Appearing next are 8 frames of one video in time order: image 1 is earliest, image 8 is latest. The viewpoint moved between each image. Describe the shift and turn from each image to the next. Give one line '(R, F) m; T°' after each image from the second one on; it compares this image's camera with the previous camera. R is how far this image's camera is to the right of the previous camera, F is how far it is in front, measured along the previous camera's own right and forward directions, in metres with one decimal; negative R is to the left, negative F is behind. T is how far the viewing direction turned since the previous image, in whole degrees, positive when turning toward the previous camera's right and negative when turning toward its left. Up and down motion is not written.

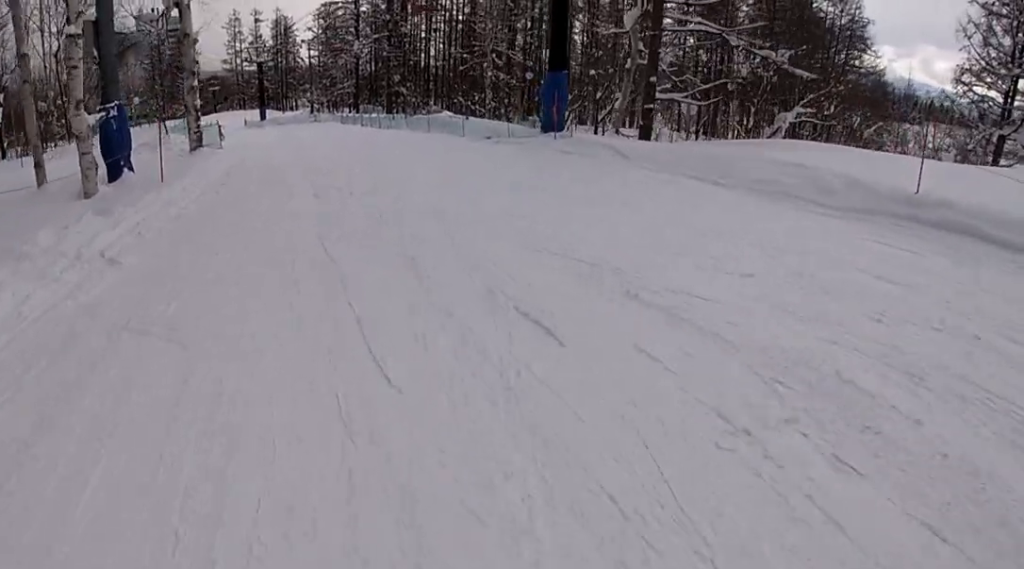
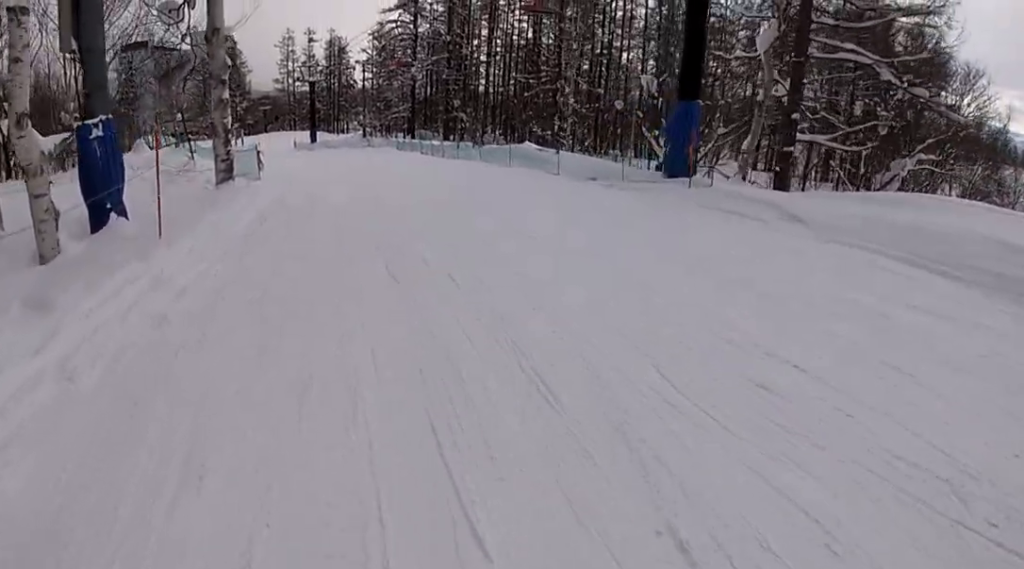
(-0.6, +4.7) m; -8°
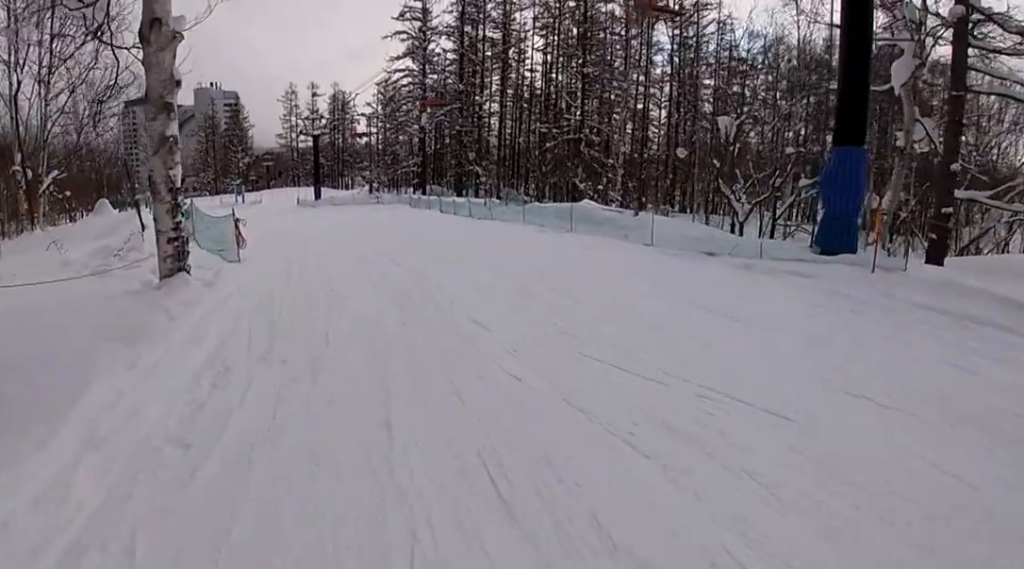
(-0.3, +5.3) m; +1°
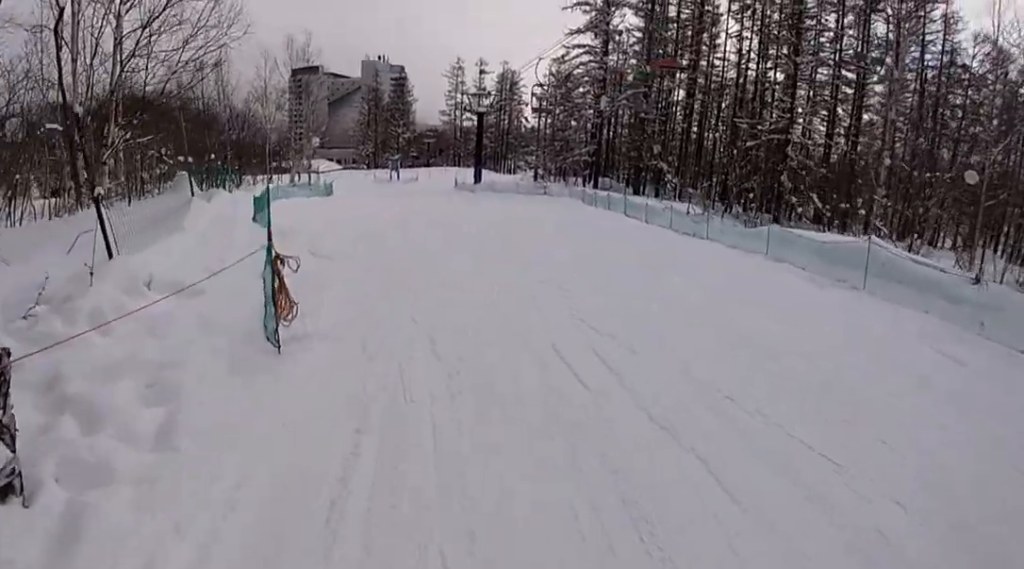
(+0.5, +5.8) m; +2°
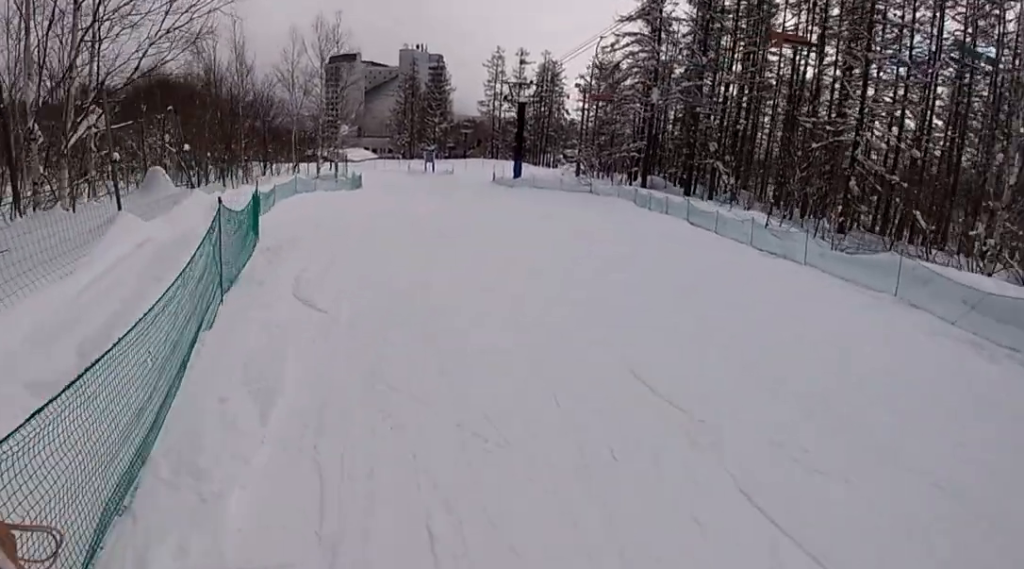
(-0.3, +3.4) m; -13°
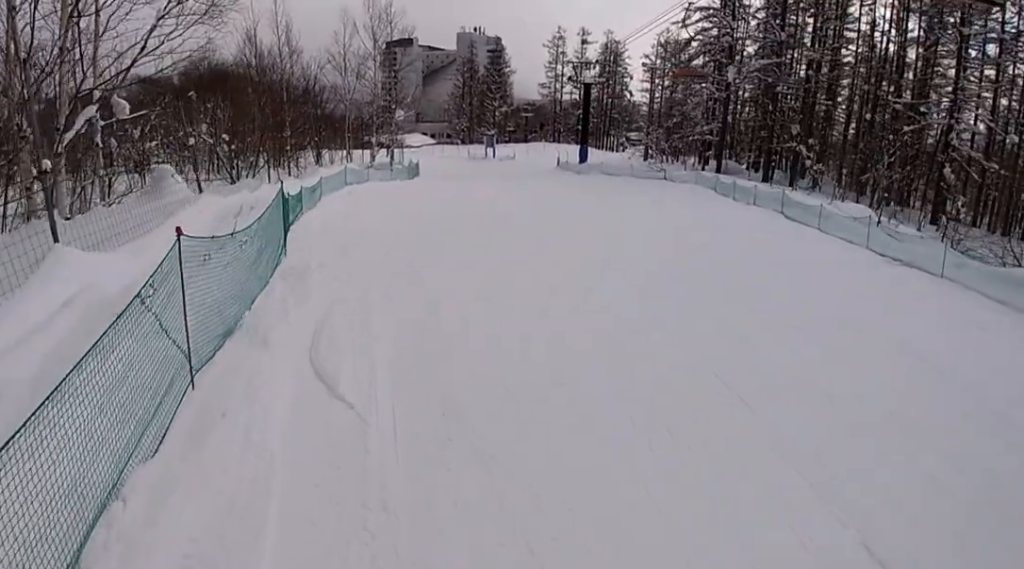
(+0.1, +2.5) m; -11°
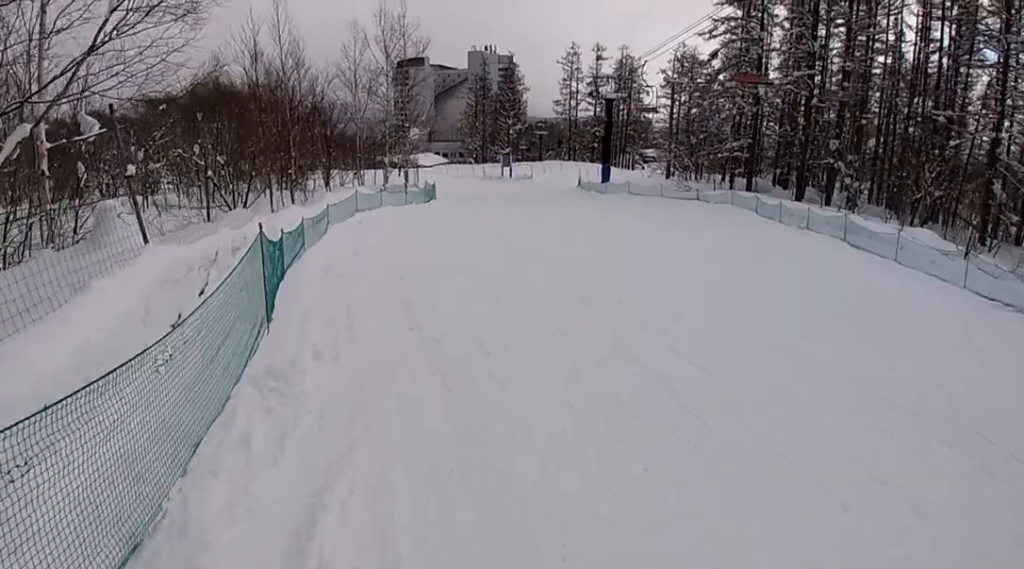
(-0.8, +2.9) m; 0°
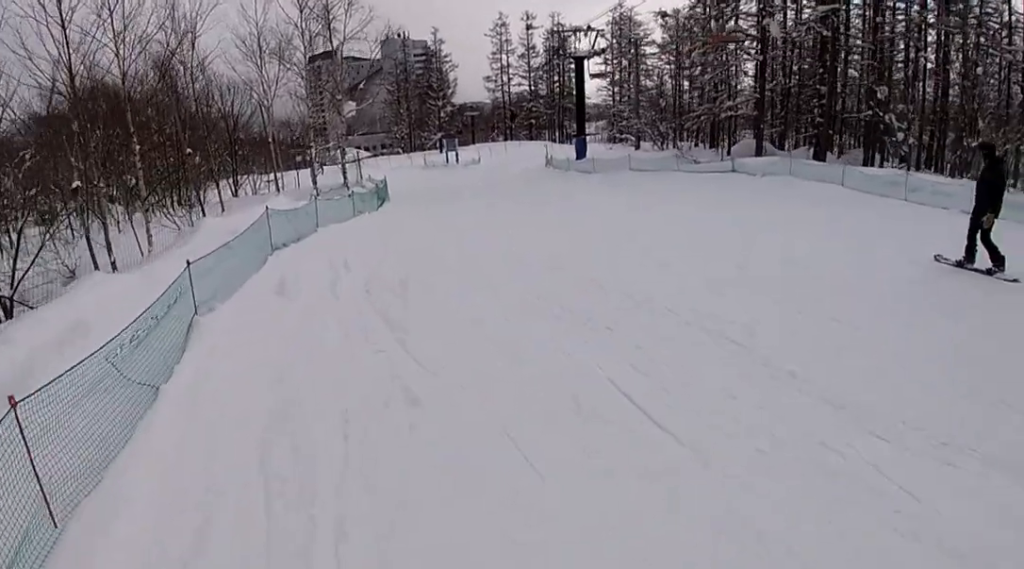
(-0.4, +11.0) m; +1°
